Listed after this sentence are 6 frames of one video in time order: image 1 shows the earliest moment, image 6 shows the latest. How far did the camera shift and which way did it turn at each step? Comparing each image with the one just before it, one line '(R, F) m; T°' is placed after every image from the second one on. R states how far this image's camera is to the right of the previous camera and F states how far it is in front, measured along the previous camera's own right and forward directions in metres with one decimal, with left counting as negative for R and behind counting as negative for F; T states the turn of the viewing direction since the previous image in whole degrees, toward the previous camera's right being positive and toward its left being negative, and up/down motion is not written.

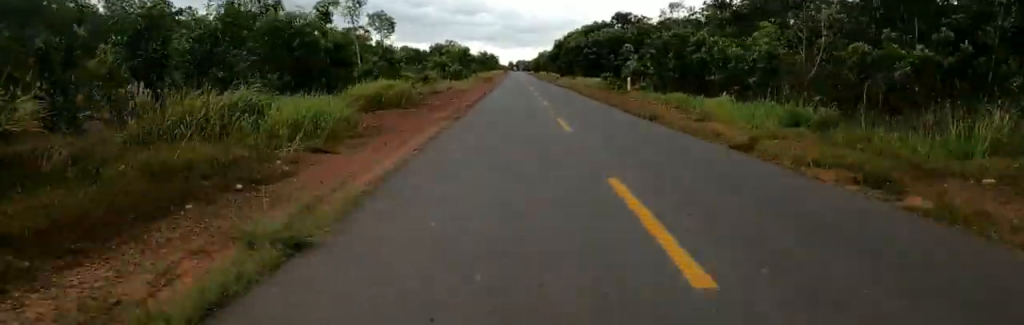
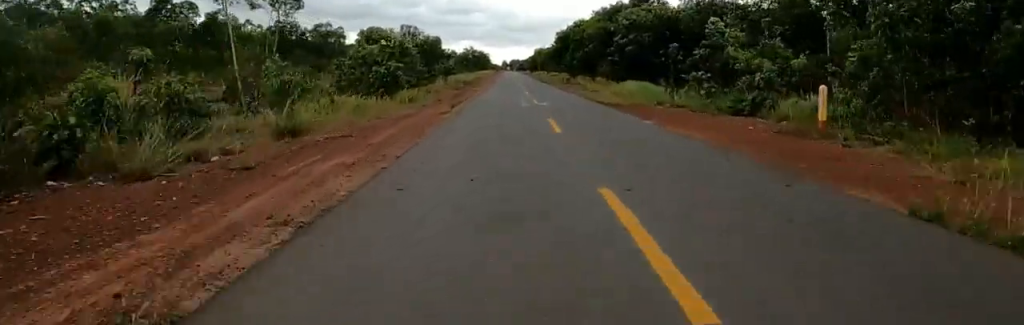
(0.0, +24.7) m; -6°
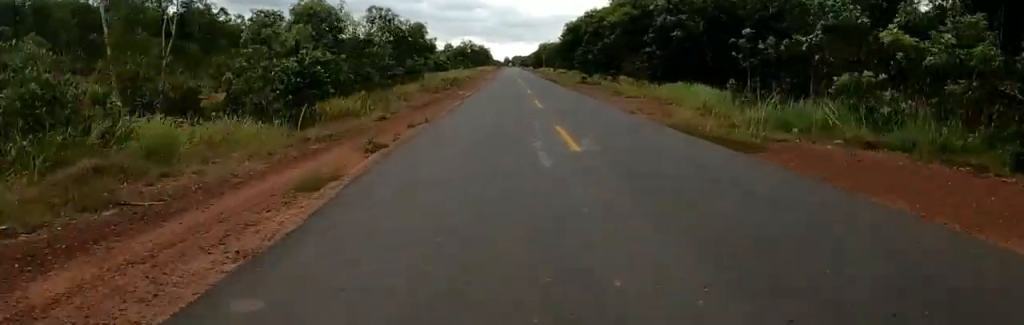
(-0.2, +10.8) m; -2°
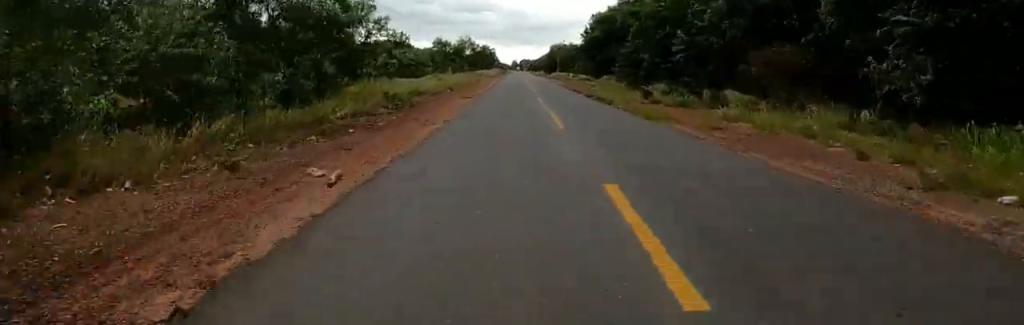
(+1.2, +20.6) m; +8°
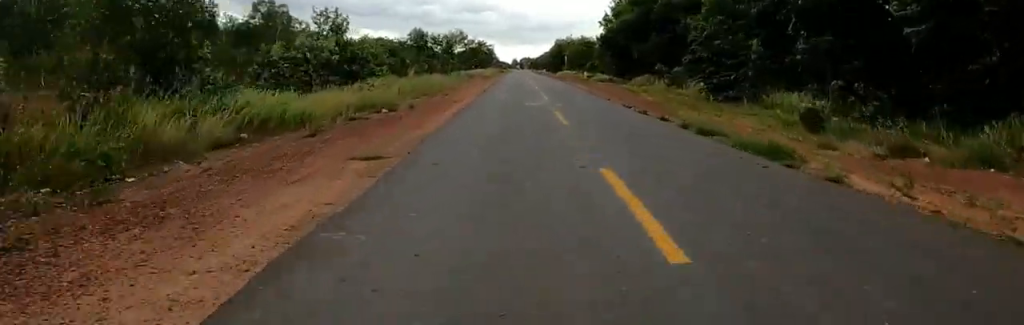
(+0.2, +17.1) m; -3°
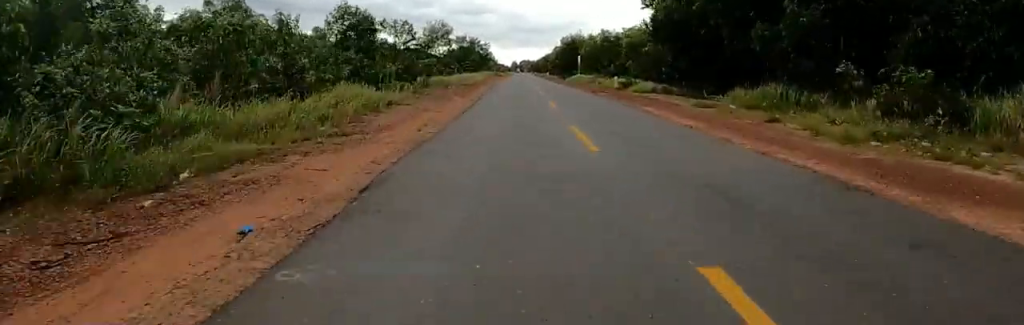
(-1.1, +21.6) m; -2°
